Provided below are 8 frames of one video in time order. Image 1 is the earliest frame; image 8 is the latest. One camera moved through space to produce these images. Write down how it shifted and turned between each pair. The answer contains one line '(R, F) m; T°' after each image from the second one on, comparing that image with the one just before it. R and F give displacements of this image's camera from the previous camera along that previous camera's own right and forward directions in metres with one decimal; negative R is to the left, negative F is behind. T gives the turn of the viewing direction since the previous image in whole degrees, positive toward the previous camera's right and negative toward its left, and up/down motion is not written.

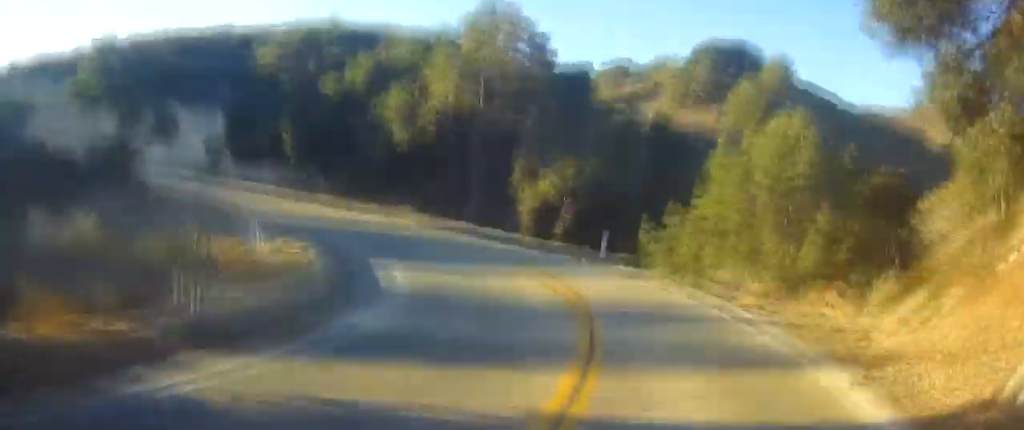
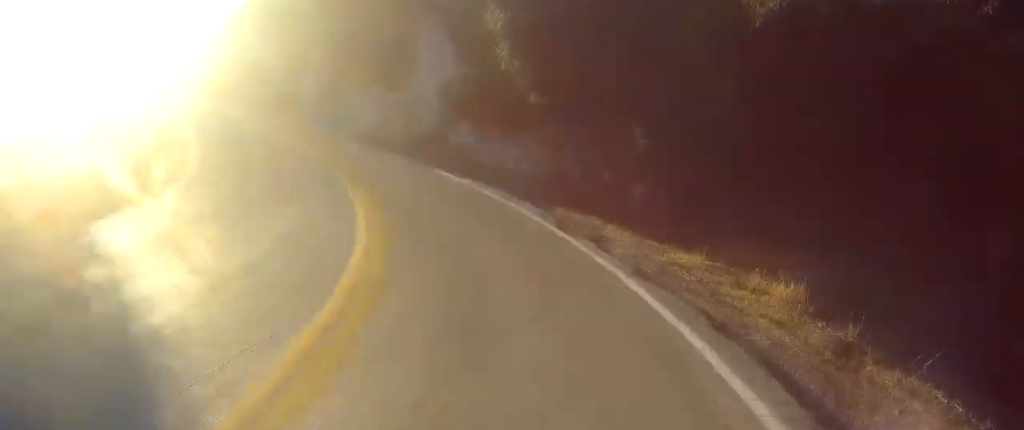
(-4.2, +30.6) m; -45°
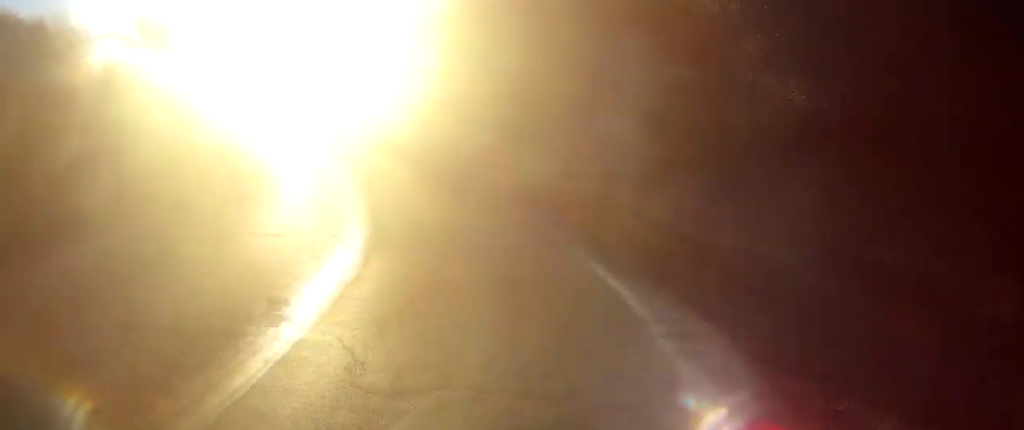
(-5.4, +8.0) m; -36°
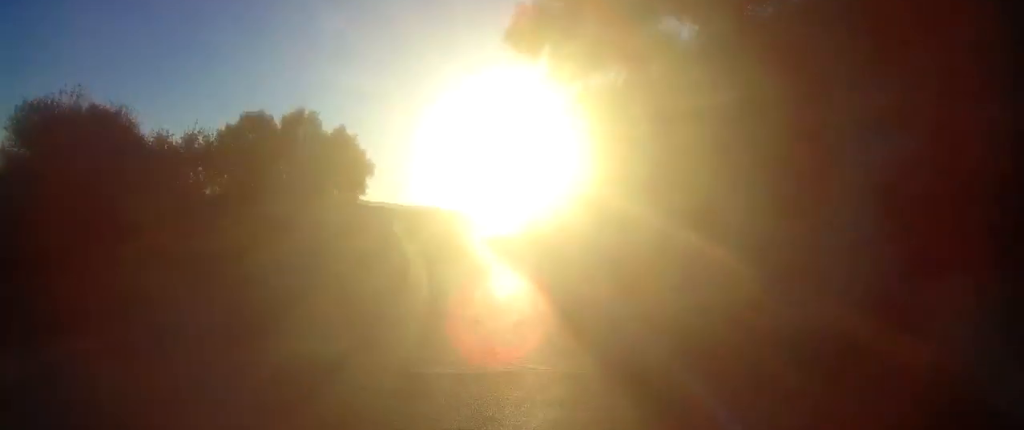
(-0.3, +6.1) m; -7°
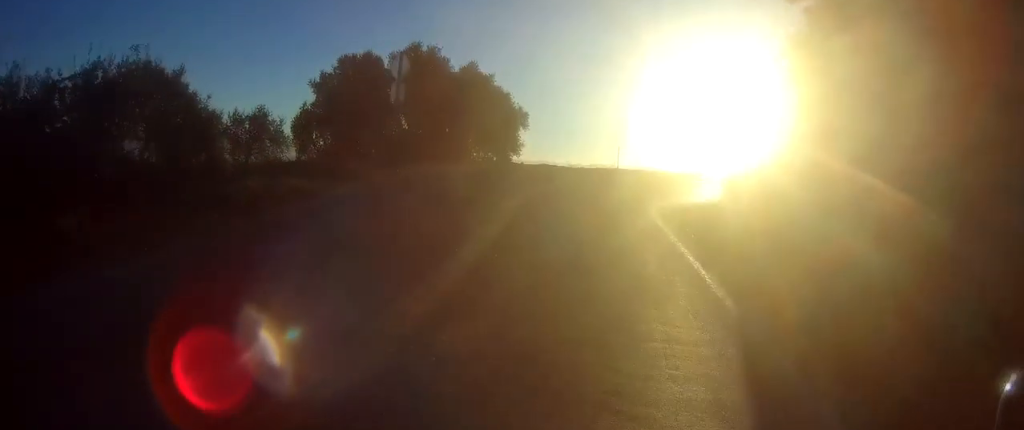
(-0.6, +10.2) m; -8°
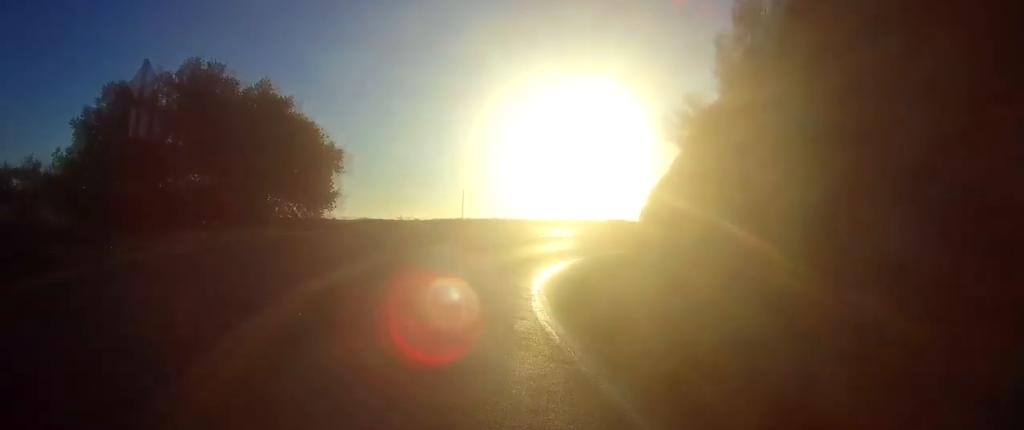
(-0.5, +8.2) m; -4°
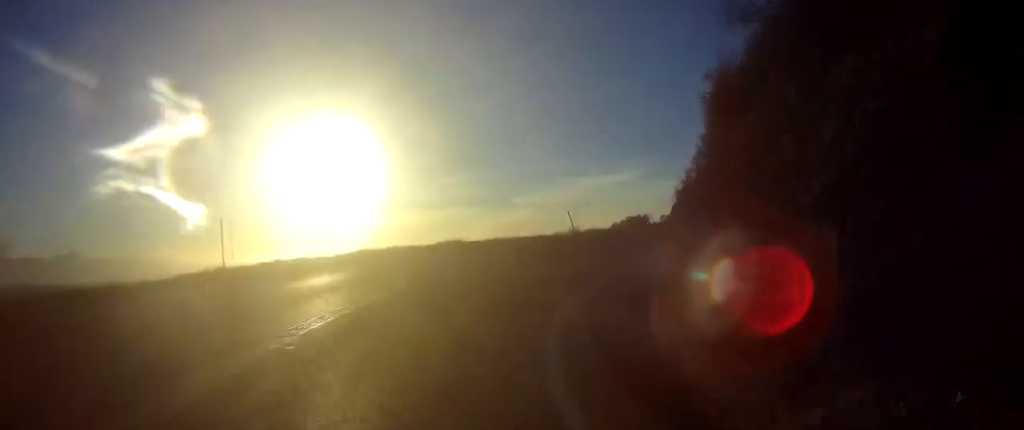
(+0.2, +13.8) m; +10°
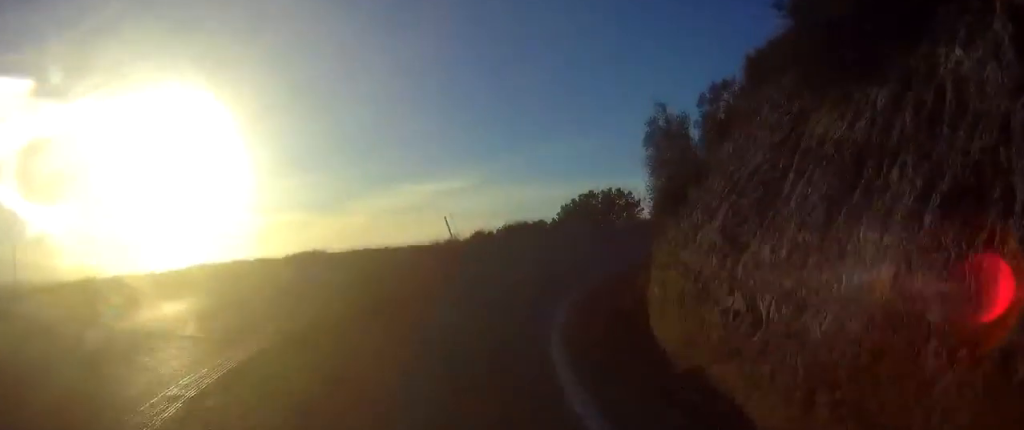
(+0.2, +5.8) m; +9°
